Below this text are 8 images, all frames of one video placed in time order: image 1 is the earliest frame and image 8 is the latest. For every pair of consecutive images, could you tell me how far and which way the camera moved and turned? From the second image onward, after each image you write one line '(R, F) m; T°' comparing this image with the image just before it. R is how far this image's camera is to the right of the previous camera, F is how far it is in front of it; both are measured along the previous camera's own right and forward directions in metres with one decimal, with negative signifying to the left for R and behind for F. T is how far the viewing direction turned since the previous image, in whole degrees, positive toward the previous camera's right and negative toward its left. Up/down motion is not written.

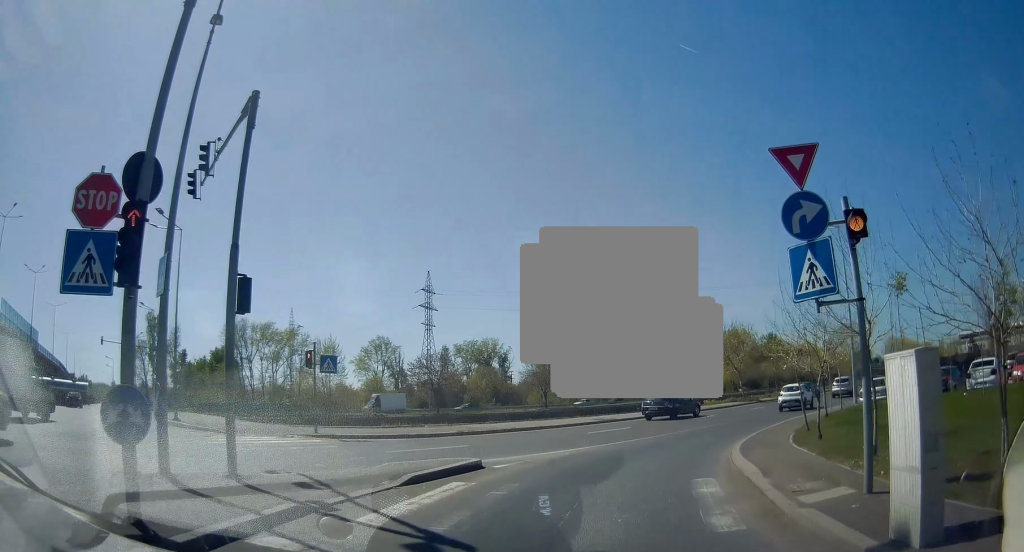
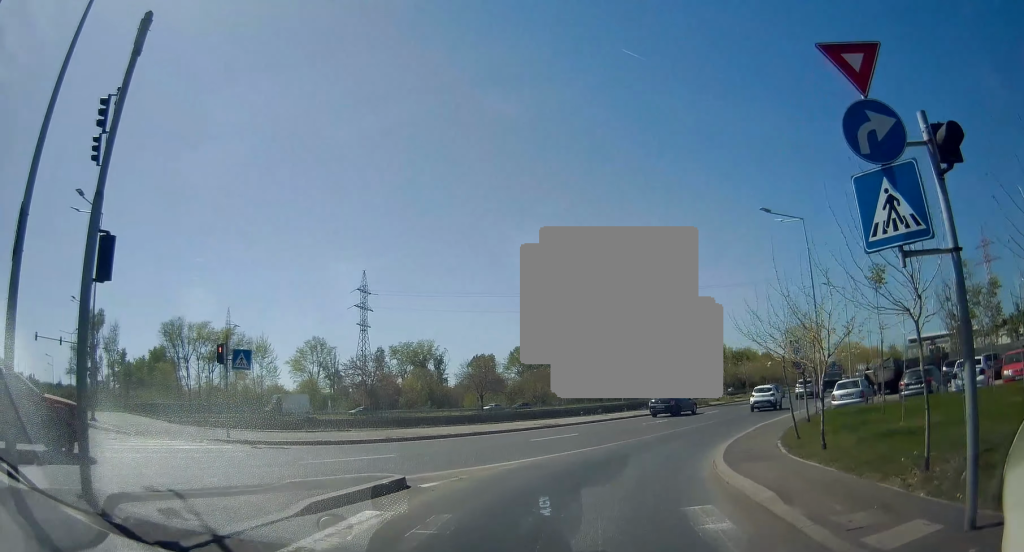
(+0.1, +3.0) m; +5°
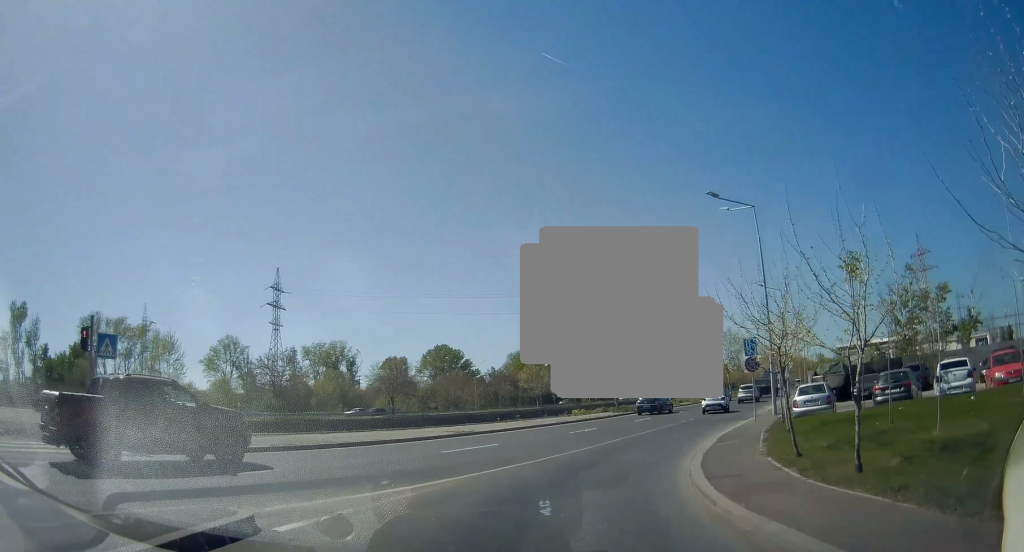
(+0.3, +3.8) m; +9°
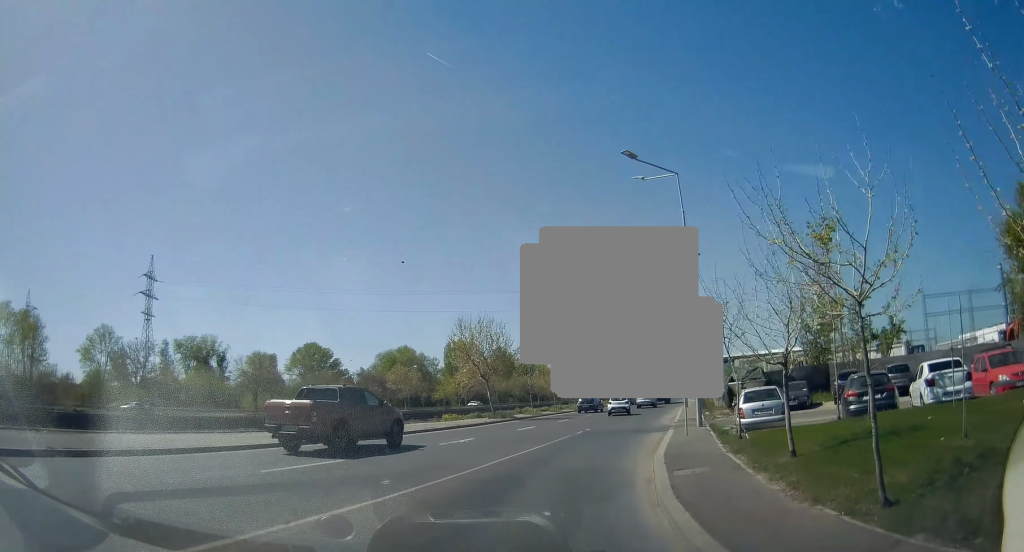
(+0.7, +5.6) m; +14°
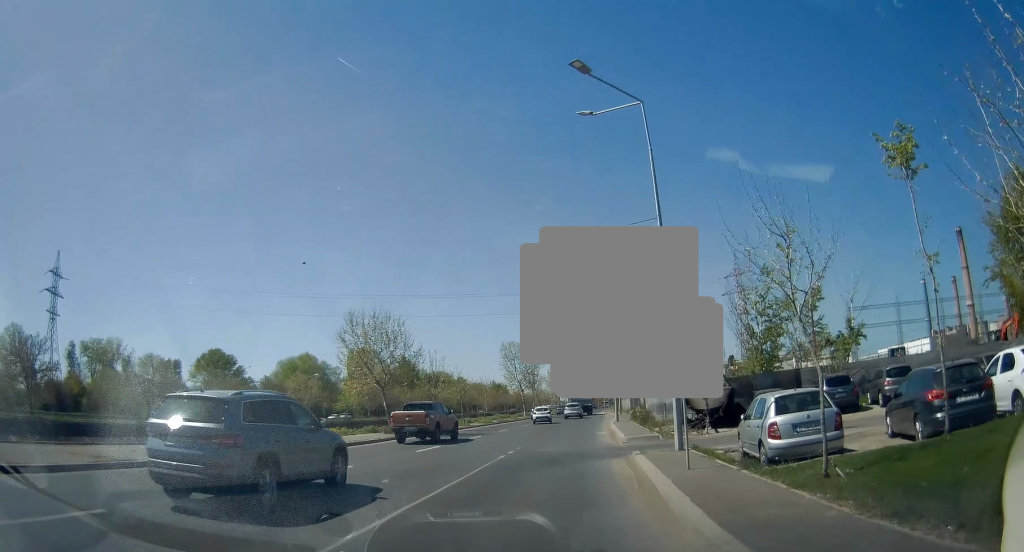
(+0.8, +6.8) m; +13°
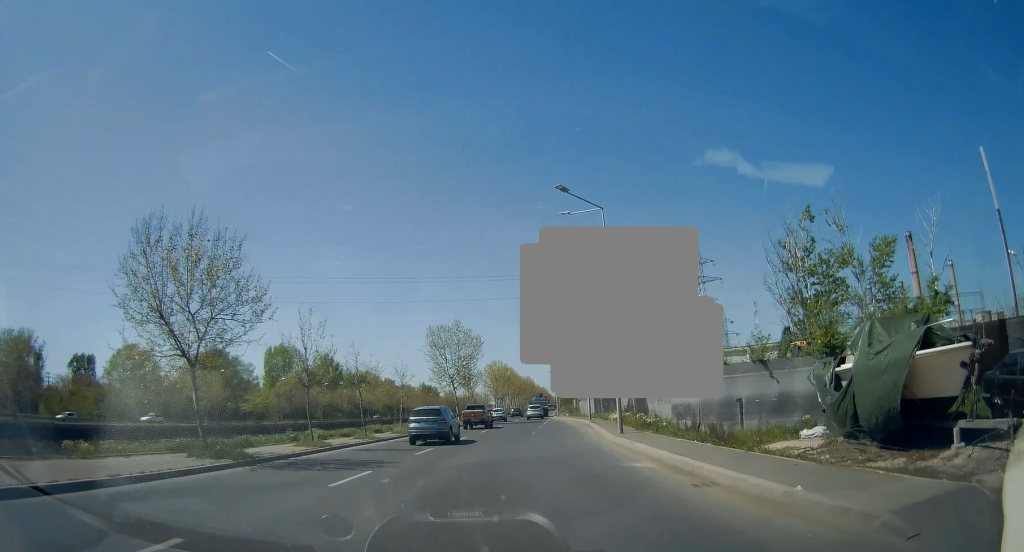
(+1.3, +15.6) m; +7°
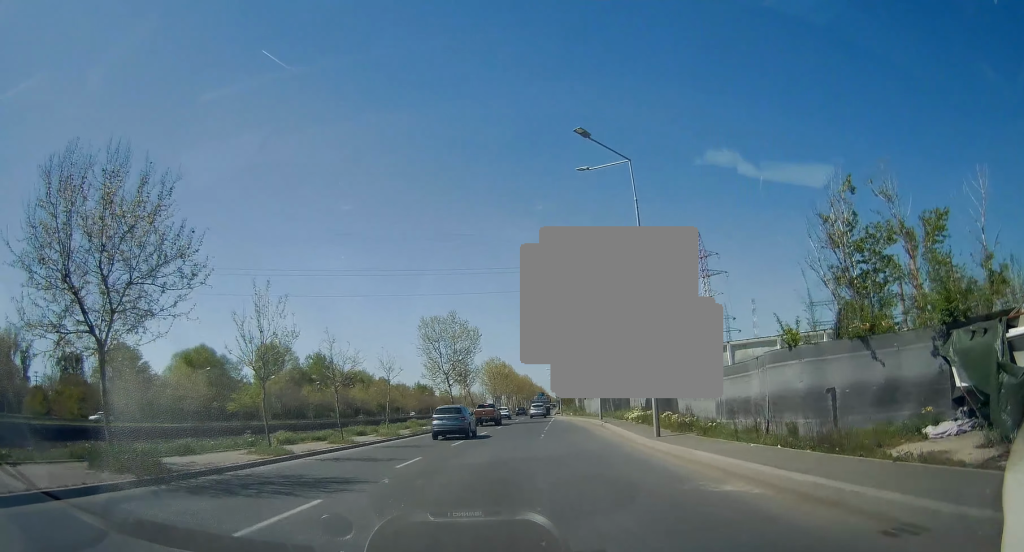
(+0.1, +4.5) m; +2°
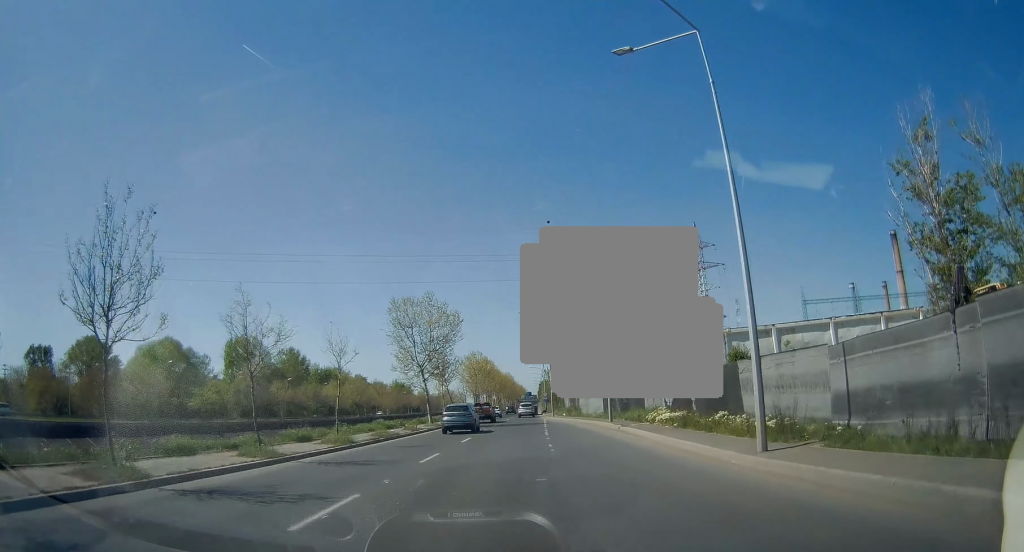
(+0.2, +7.6) m; 0°
